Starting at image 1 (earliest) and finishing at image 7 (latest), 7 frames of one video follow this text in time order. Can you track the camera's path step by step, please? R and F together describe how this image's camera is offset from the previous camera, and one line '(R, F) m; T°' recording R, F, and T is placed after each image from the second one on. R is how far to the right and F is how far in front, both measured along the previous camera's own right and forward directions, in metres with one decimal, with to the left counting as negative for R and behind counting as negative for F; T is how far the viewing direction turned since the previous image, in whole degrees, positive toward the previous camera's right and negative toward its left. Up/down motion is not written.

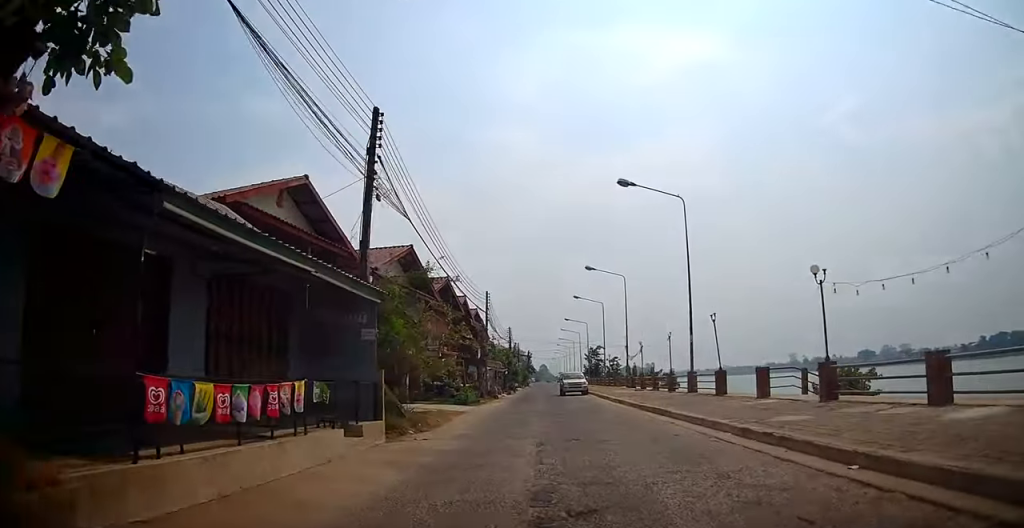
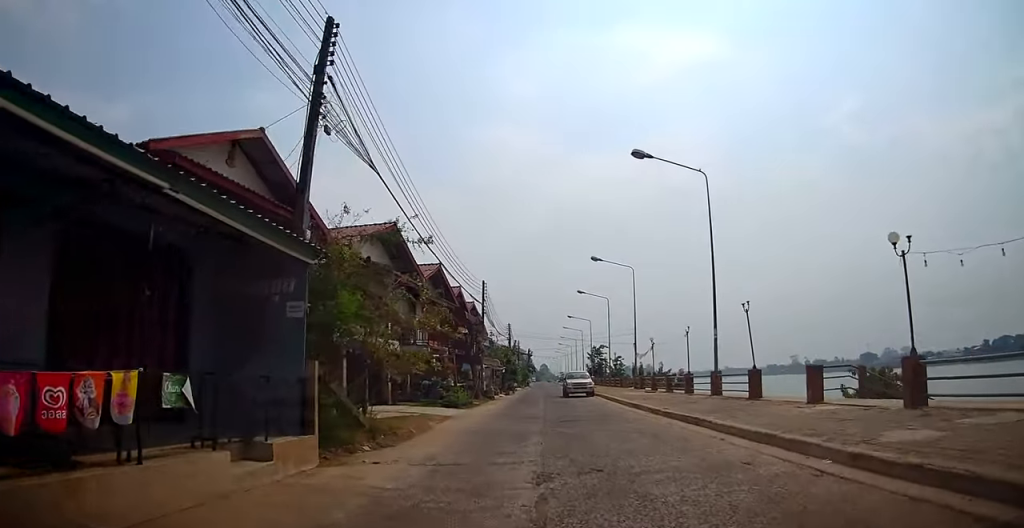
(0.0, +3.7) m; 0°
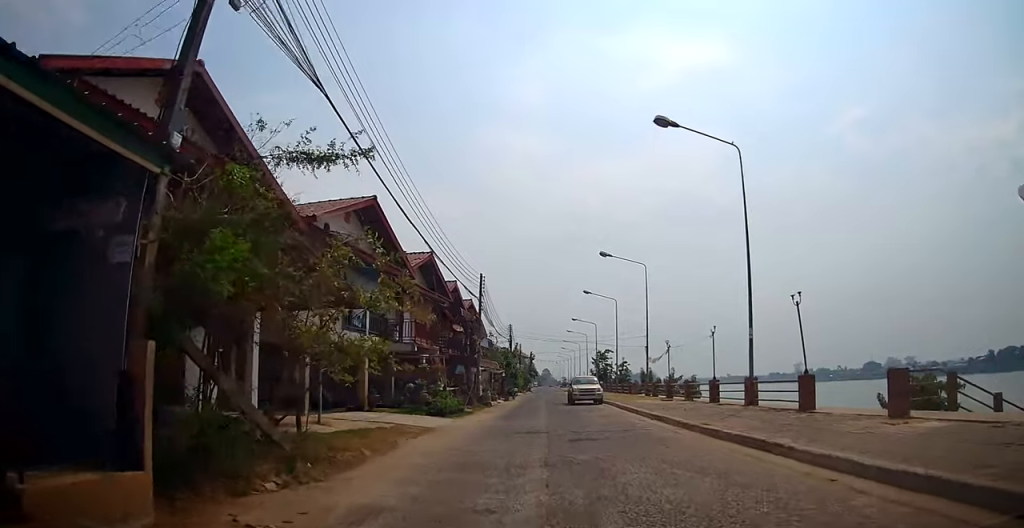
(0.0, +3.9) m; 0°
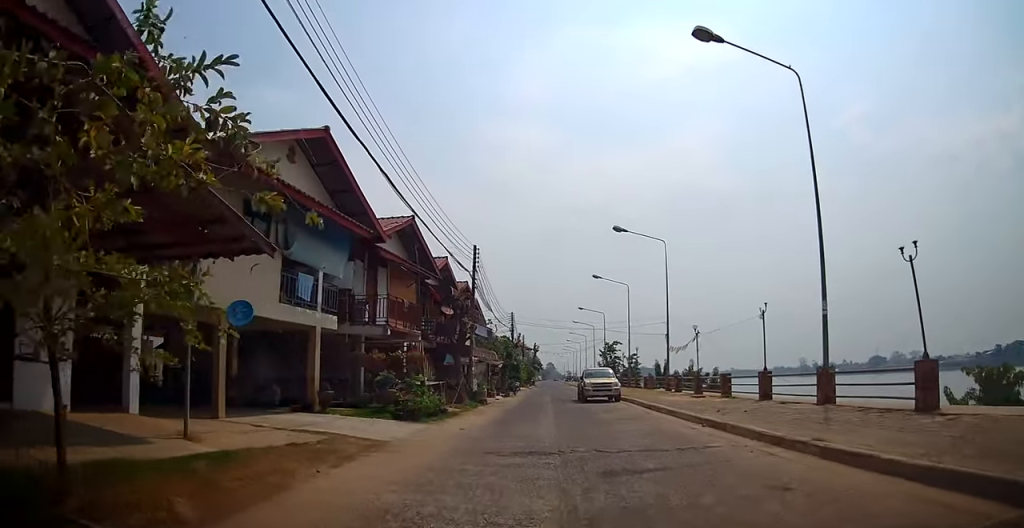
(0.0, +5.4) m; +1°
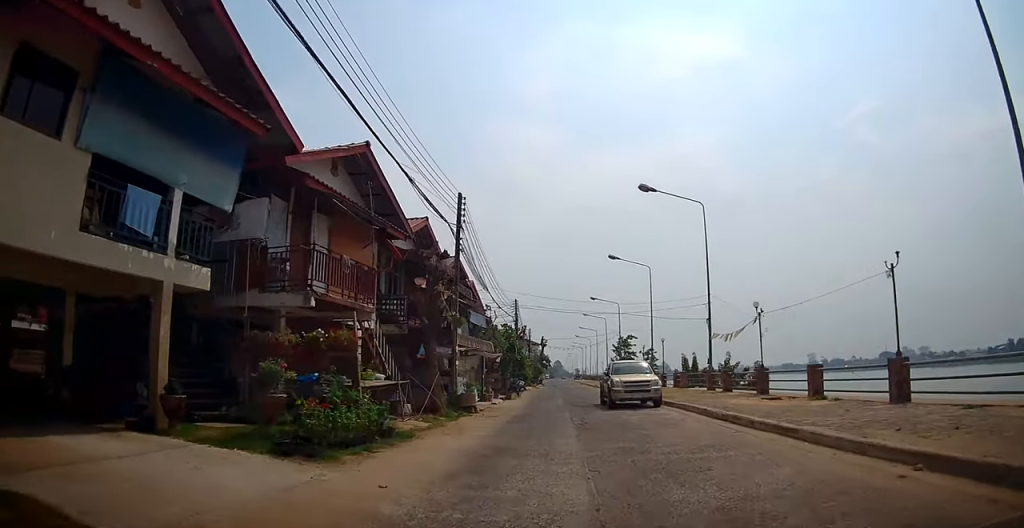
(+0.2, +8.1) m; 0°
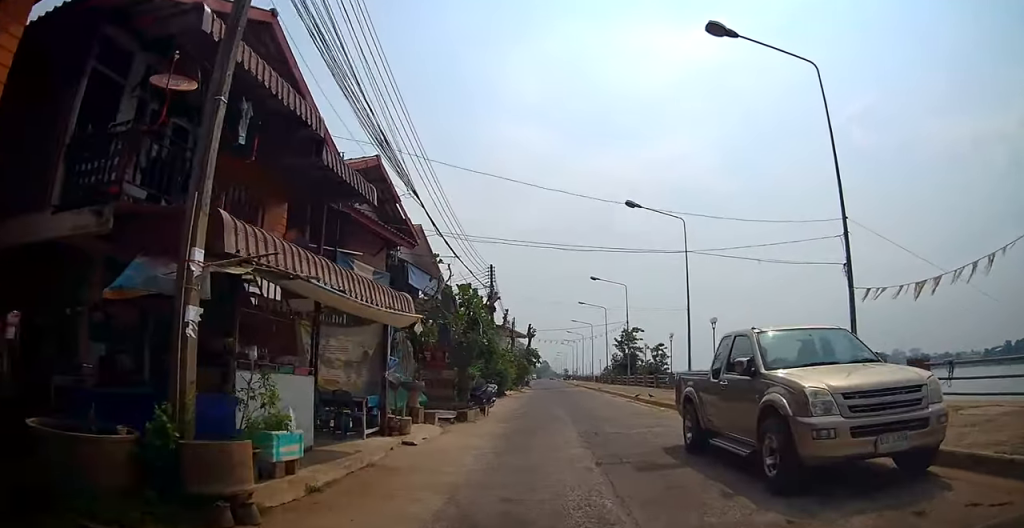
(-0.7, +15.9) m; -2°
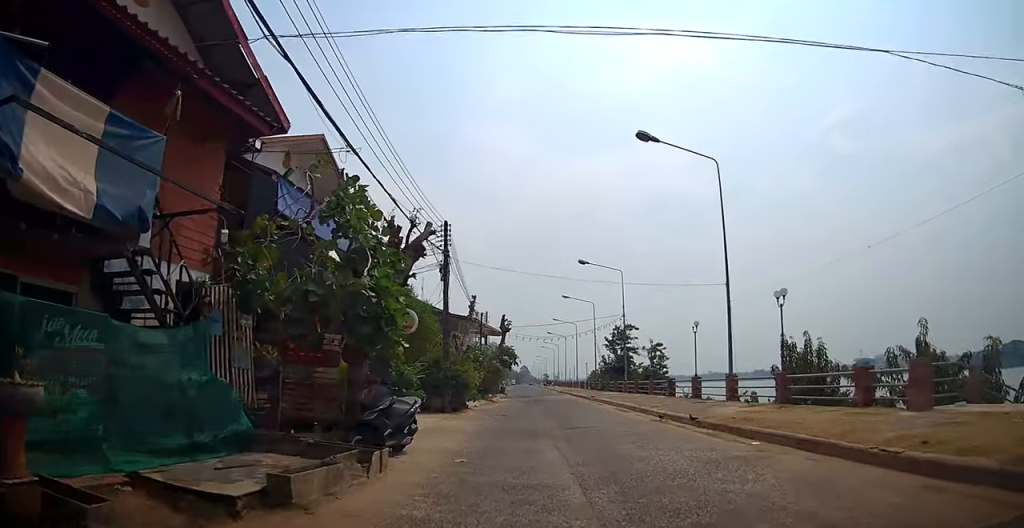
(+0.3, +11.0) m; +1°
